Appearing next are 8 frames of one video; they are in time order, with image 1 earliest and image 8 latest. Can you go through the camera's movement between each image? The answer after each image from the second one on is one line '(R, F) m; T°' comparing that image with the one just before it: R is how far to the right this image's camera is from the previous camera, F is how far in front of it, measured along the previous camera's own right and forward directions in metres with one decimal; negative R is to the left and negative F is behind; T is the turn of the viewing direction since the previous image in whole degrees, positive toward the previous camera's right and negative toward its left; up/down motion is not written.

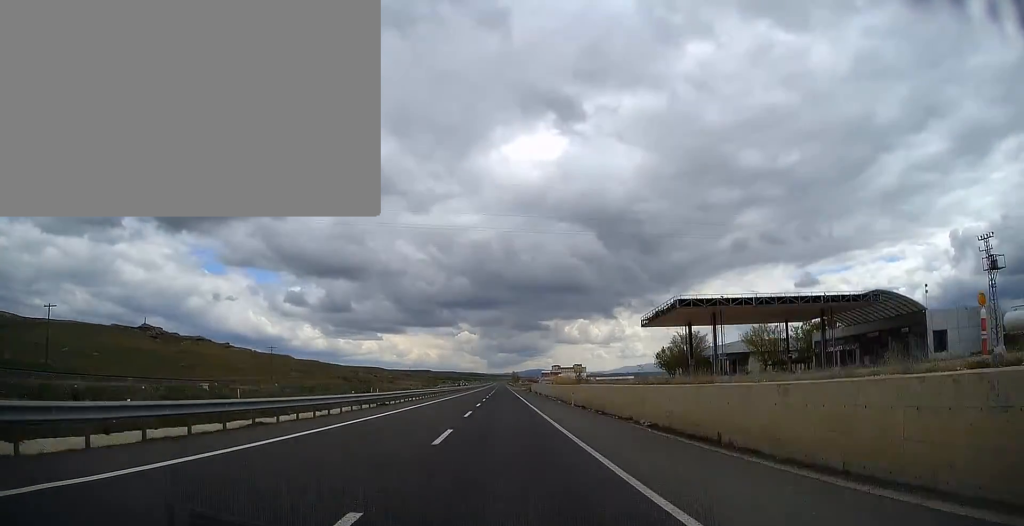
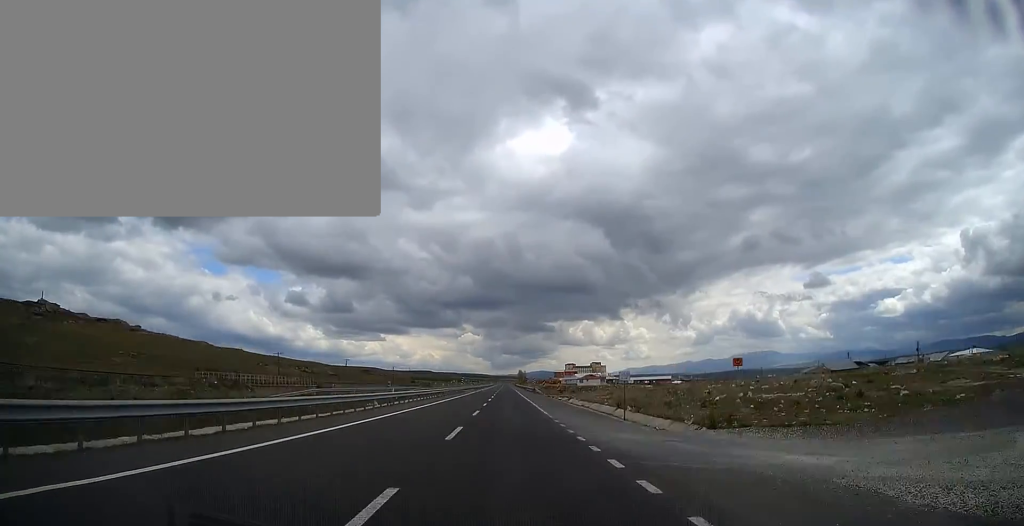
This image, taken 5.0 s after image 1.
(-0.1, +144.9) m; 0°
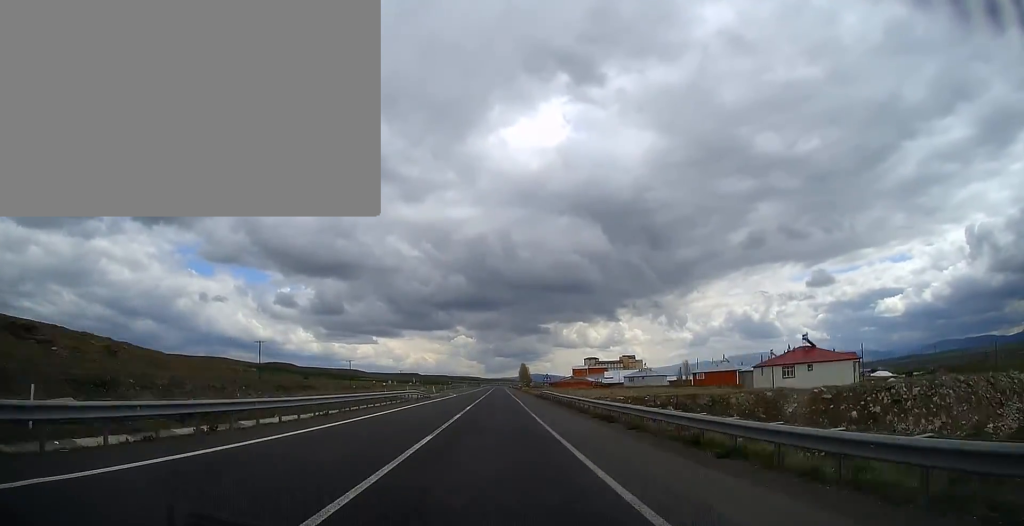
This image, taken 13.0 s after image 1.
(+0.1, +233.1) m; 0°
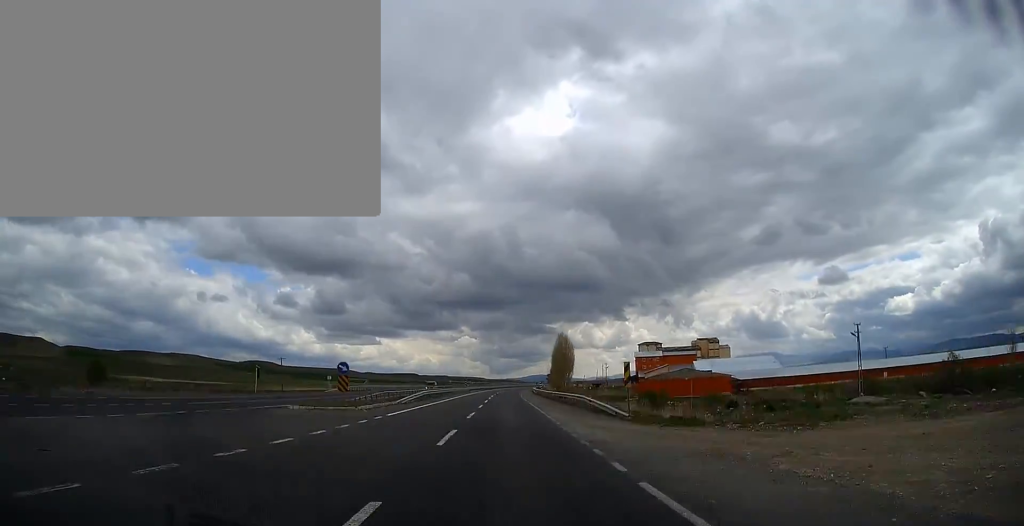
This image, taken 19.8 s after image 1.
(+0.6, +199.3) m; +3°
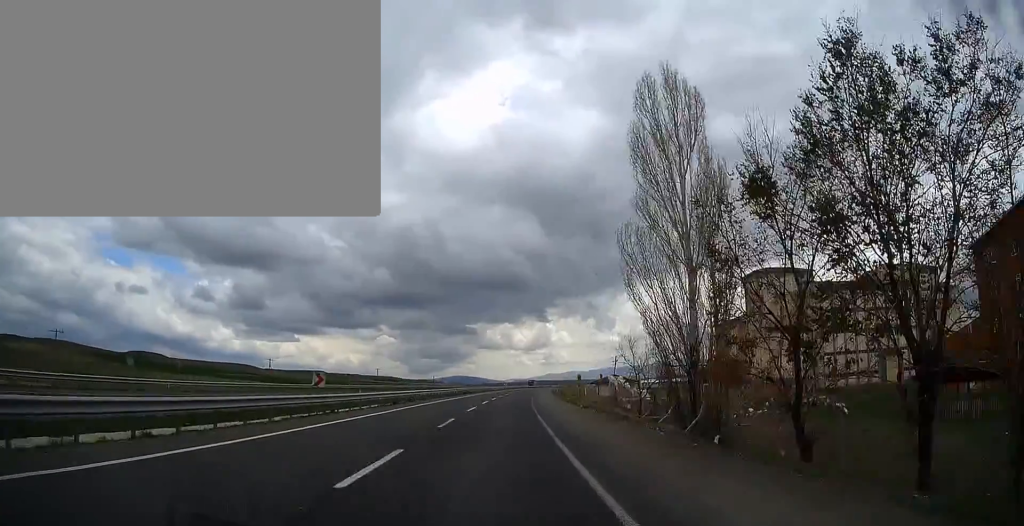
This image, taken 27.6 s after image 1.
(+11.6, +226.6) m; +8°
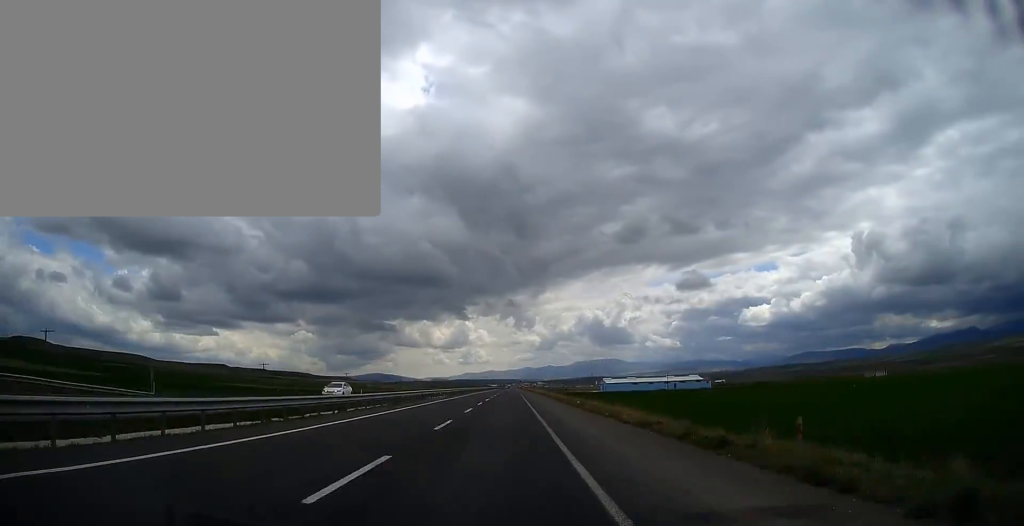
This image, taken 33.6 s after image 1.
(+11.0, +175.3) m; +4°
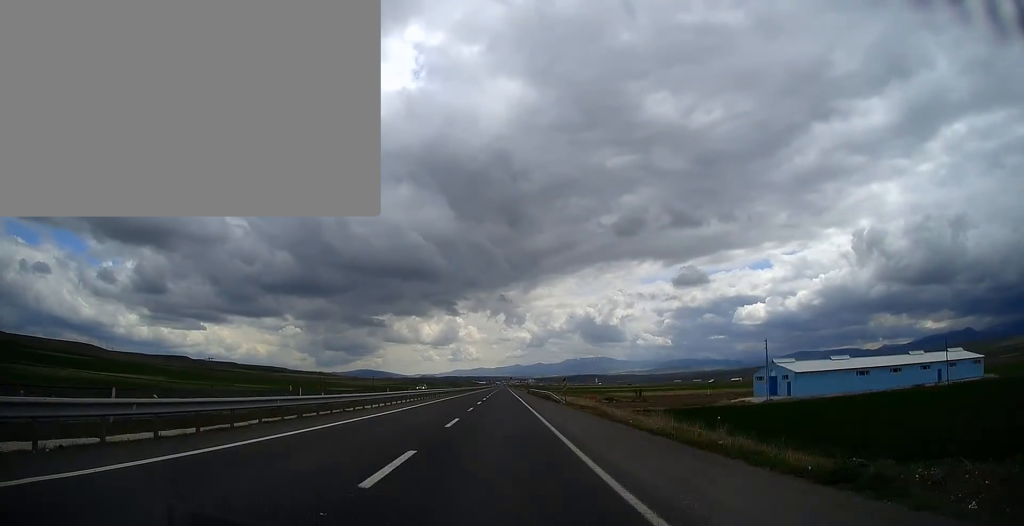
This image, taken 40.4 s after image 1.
(+2.9, +199.1) m; +1°
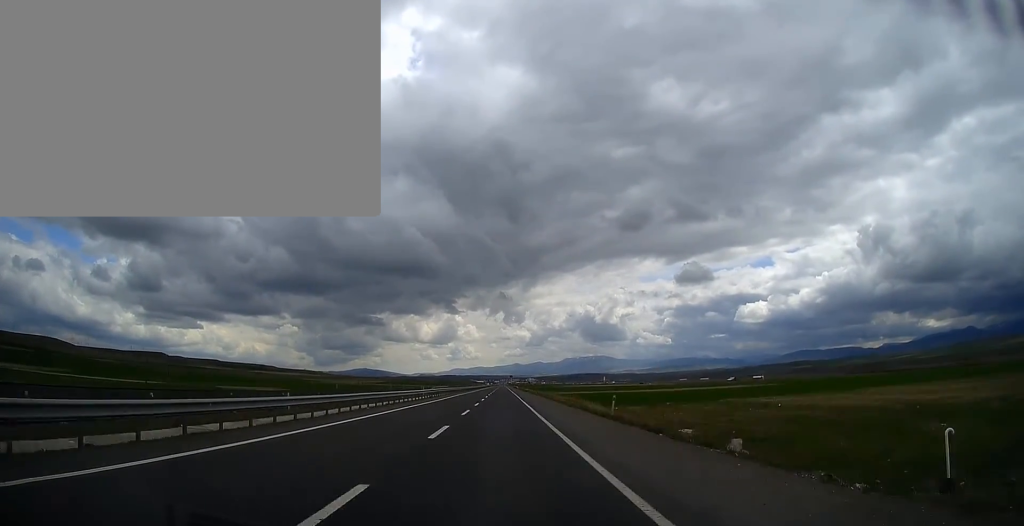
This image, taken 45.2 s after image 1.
(0.0, +142.1) m; 0°
